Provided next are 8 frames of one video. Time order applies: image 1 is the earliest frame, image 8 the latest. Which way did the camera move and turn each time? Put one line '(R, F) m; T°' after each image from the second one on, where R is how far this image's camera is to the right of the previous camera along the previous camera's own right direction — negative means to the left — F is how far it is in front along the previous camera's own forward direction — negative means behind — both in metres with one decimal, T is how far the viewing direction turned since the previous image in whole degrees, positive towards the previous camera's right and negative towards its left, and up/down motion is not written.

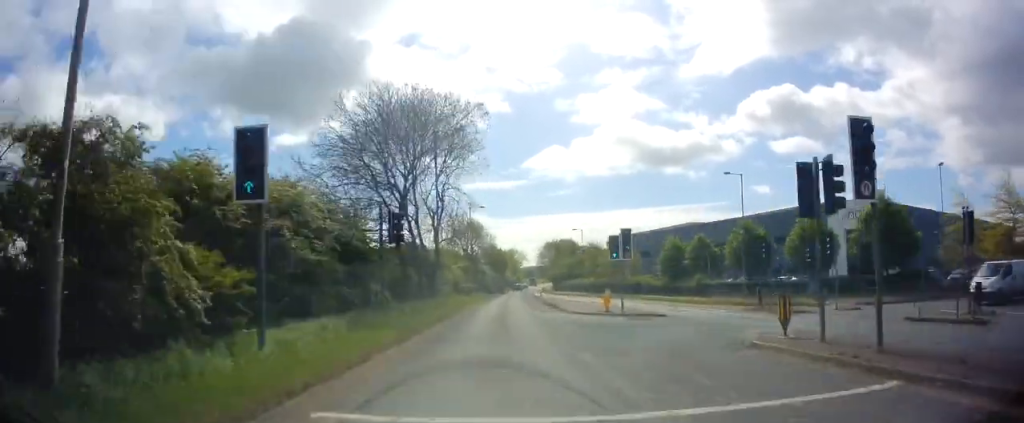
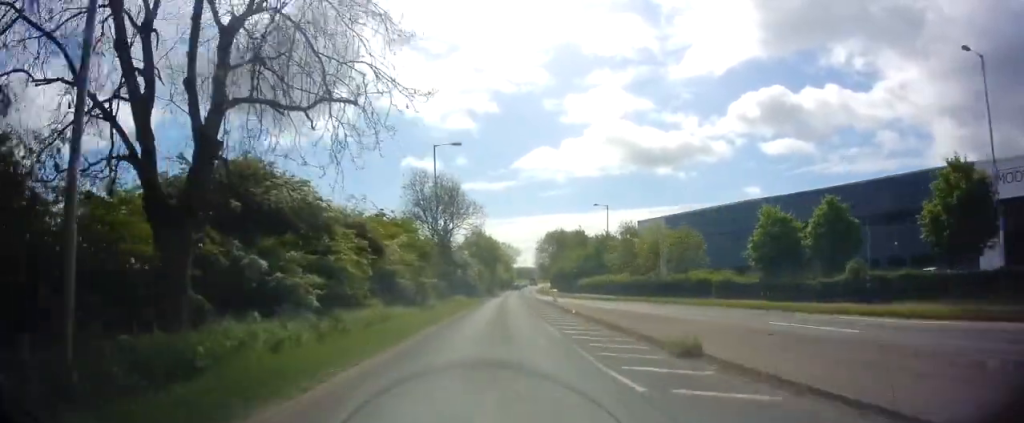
(0.0, +27.7) m; 0°
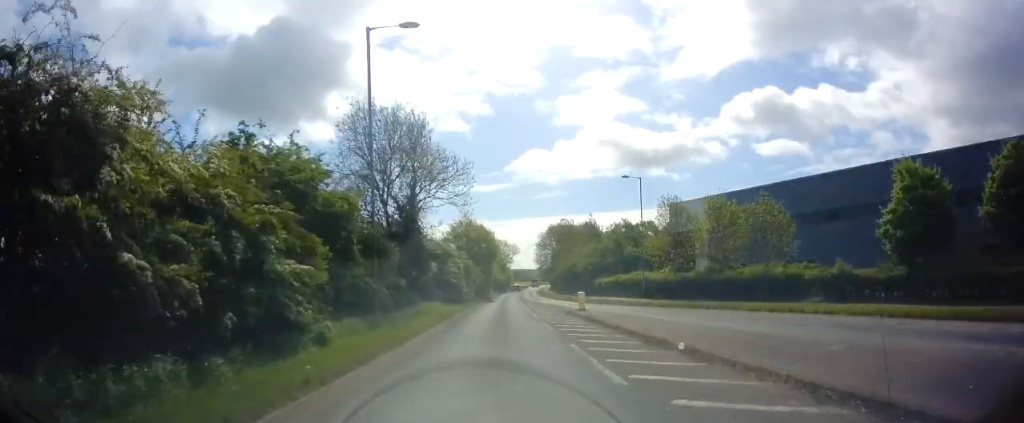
(+0.2, +17.0) m; +1°
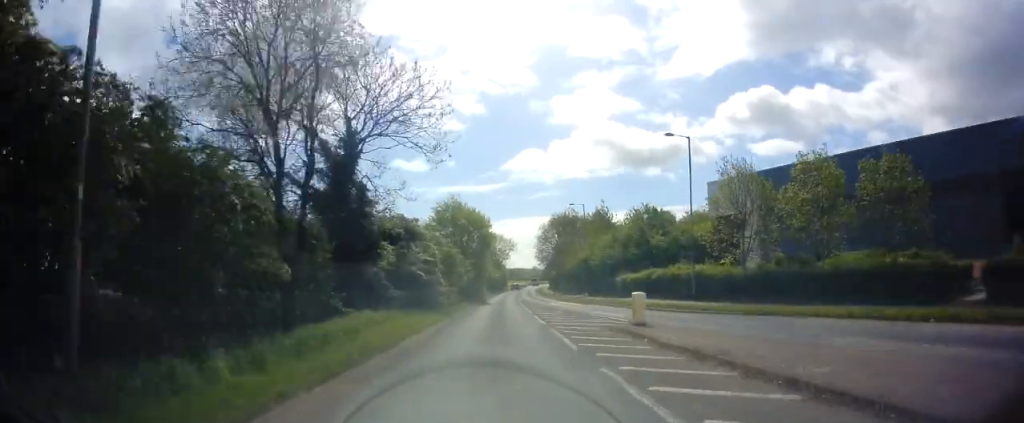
(+0.1, +13.2) m; +1°
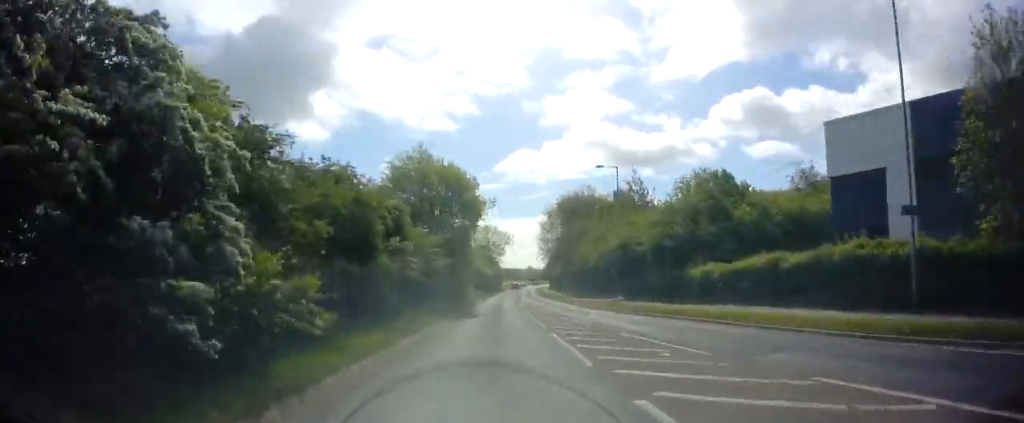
(+0.3, +20.2) m; +1°
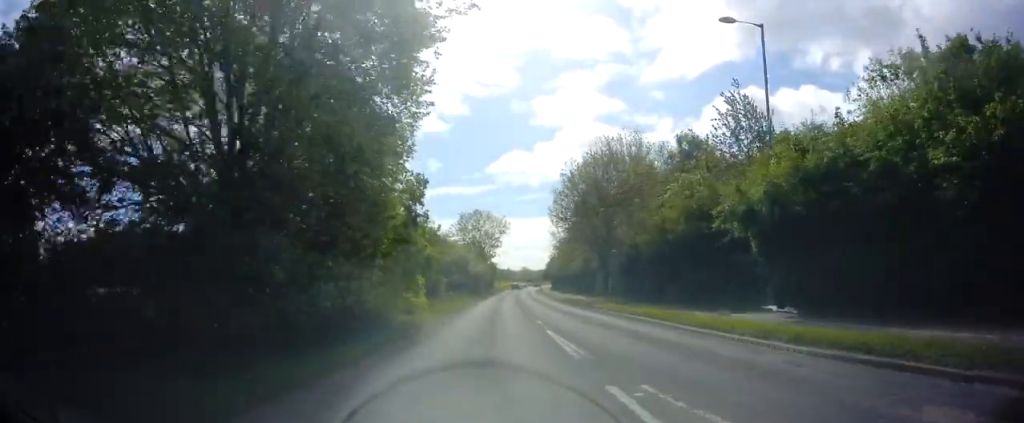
(-0.3, +25.4) m; 0°
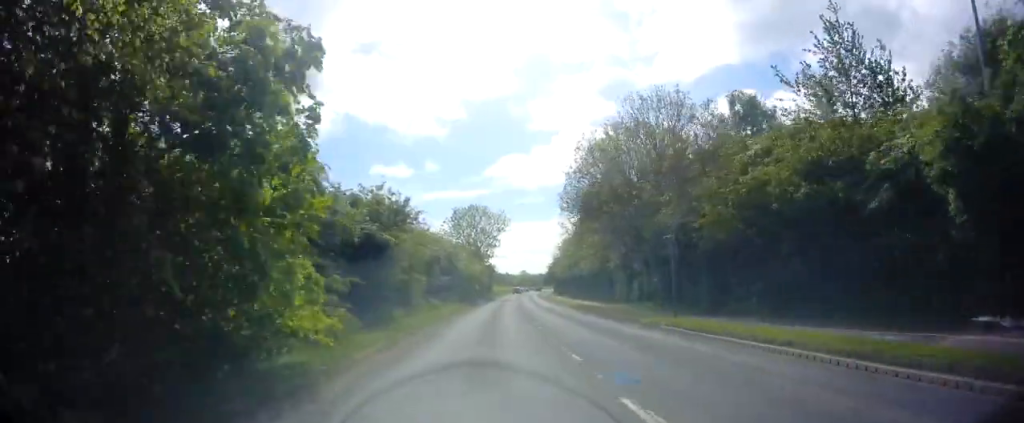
(+0.3, +10.2) m; 0°
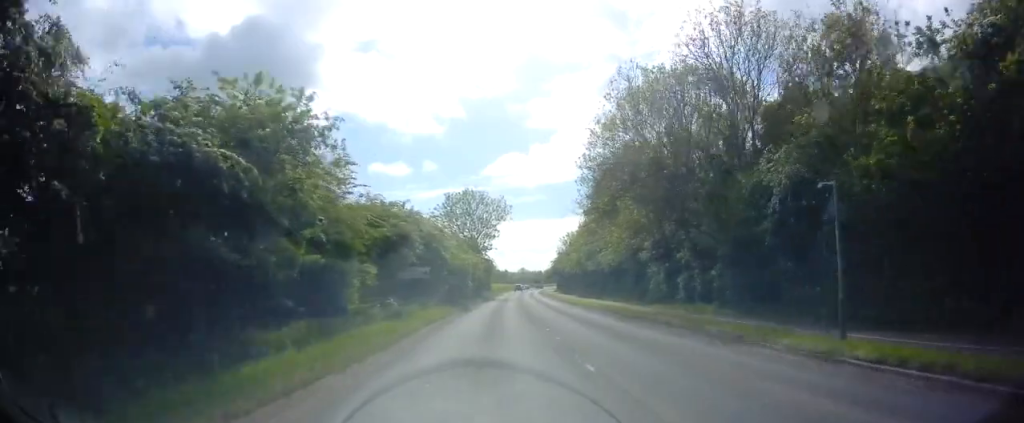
(0.0, +10.8) m; 0°
